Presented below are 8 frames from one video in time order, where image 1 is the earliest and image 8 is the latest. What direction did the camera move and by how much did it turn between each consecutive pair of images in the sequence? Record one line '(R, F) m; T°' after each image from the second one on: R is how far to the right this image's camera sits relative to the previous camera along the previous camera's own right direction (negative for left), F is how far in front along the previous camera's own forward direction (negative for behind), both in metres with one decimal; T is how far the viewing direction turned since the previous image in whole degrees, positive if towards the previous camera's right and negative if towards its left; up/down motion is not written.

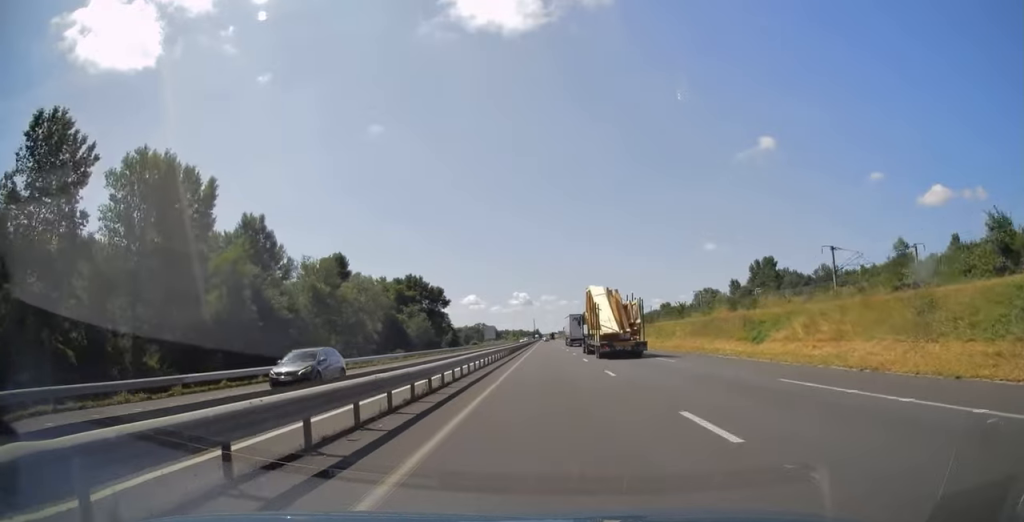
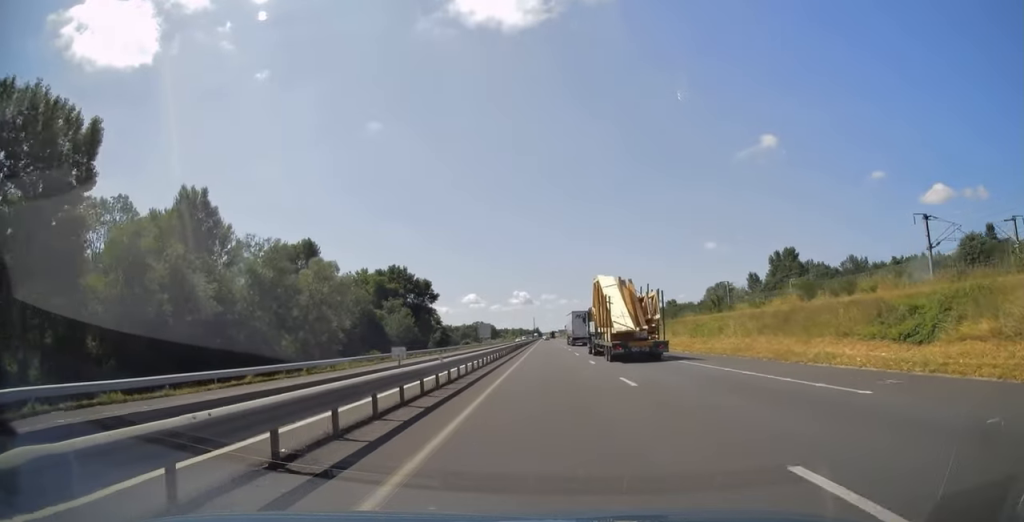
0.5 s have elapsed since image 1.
(0.0, +17.0) m; 0°
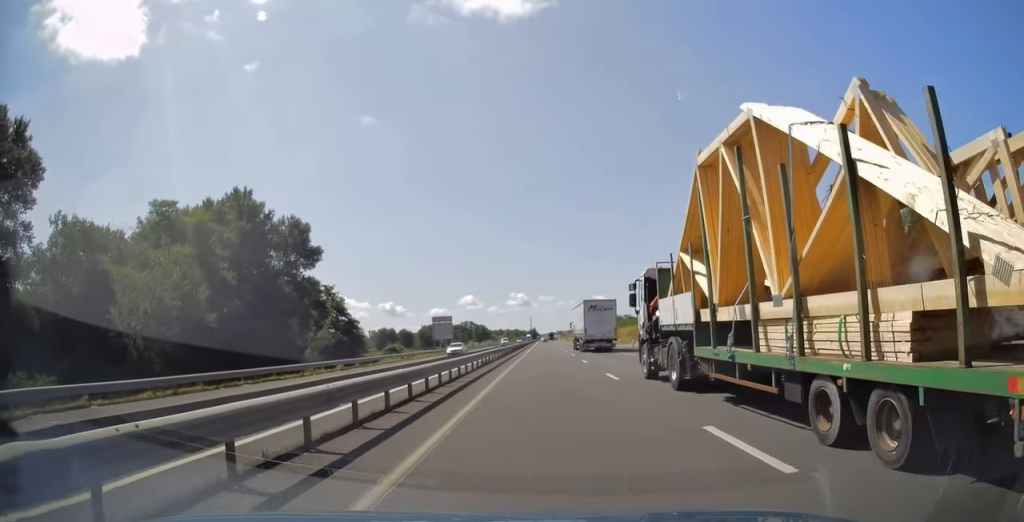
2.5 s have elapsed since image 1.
(0.0, +72.9) m; 0°
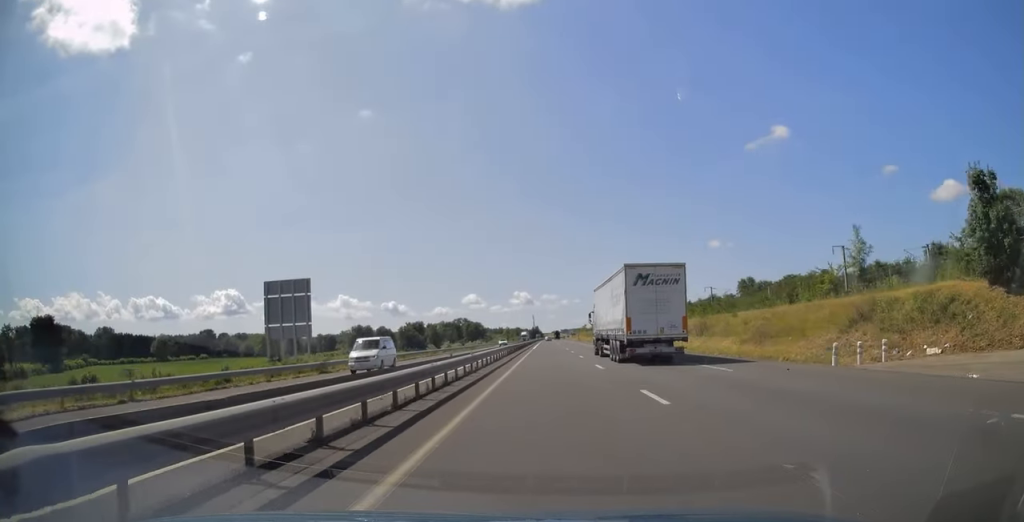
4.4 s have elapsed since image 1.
(0.0, +70.0) m; 0°
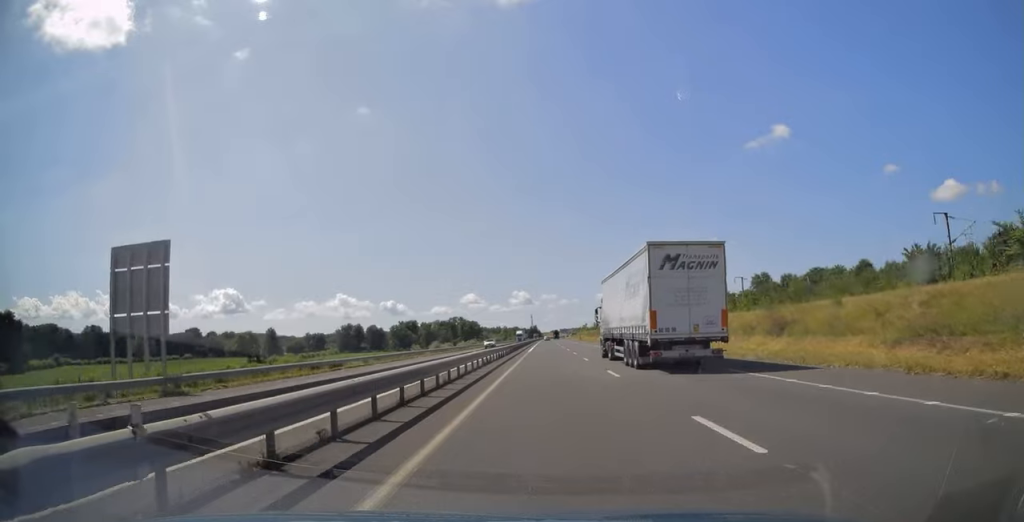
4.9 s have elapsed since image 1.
(0.0, +17.6) m; 0°
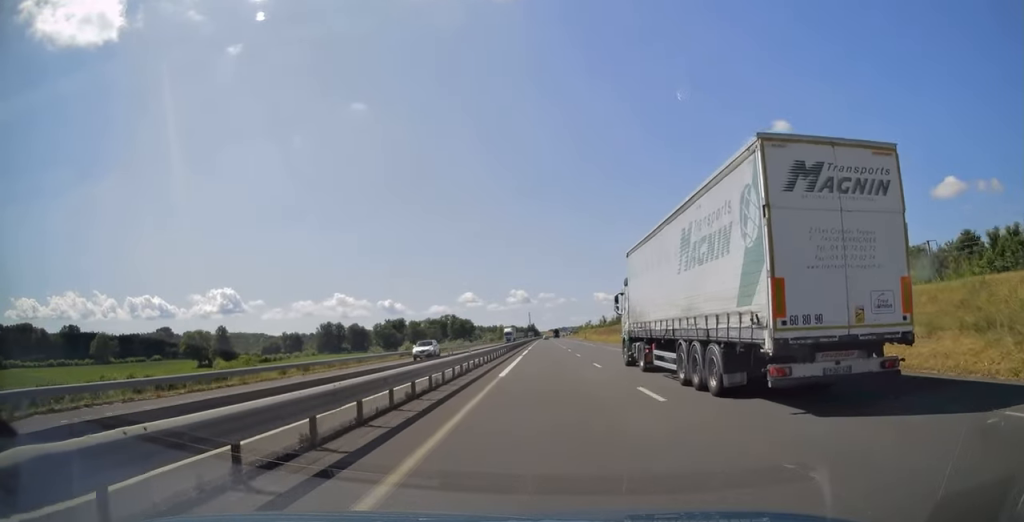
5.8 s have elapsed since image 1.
(0.0, +32.7) m; 0°
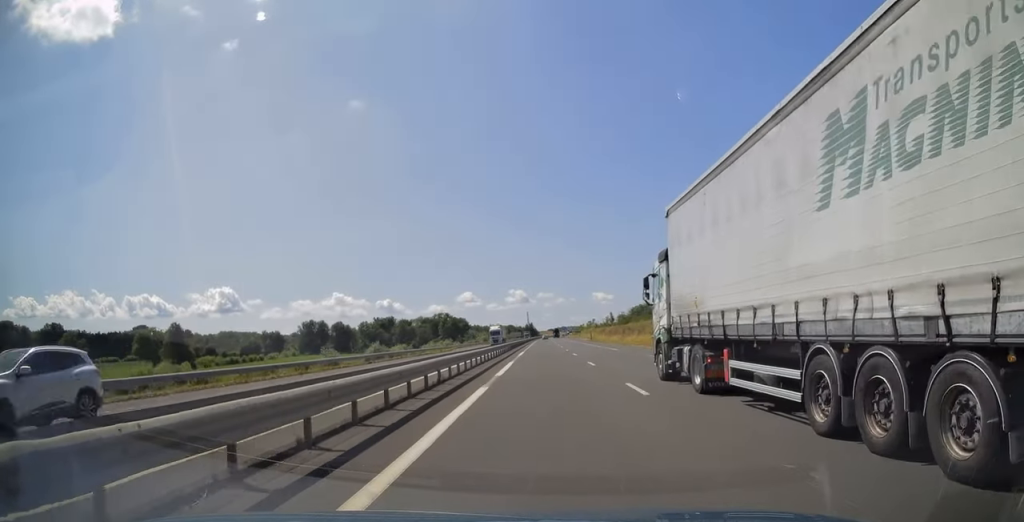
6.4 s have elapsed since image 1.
(0.0, +24.0) m; 0°
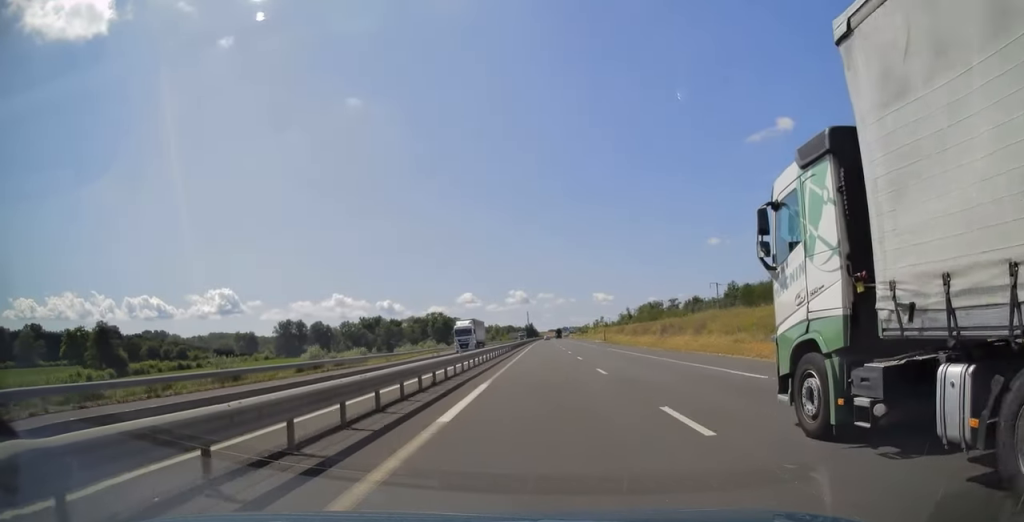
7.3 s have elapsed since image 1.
(0.0, +30.4) m; 0°
